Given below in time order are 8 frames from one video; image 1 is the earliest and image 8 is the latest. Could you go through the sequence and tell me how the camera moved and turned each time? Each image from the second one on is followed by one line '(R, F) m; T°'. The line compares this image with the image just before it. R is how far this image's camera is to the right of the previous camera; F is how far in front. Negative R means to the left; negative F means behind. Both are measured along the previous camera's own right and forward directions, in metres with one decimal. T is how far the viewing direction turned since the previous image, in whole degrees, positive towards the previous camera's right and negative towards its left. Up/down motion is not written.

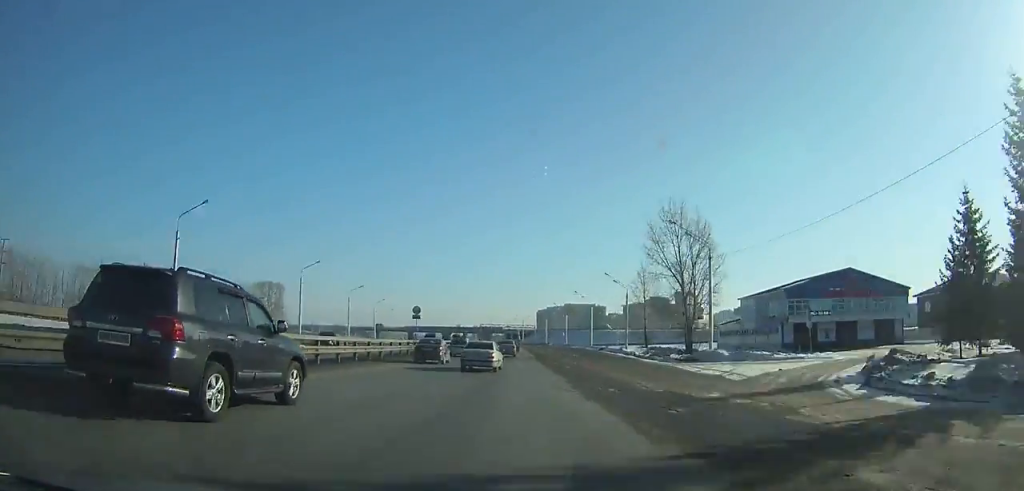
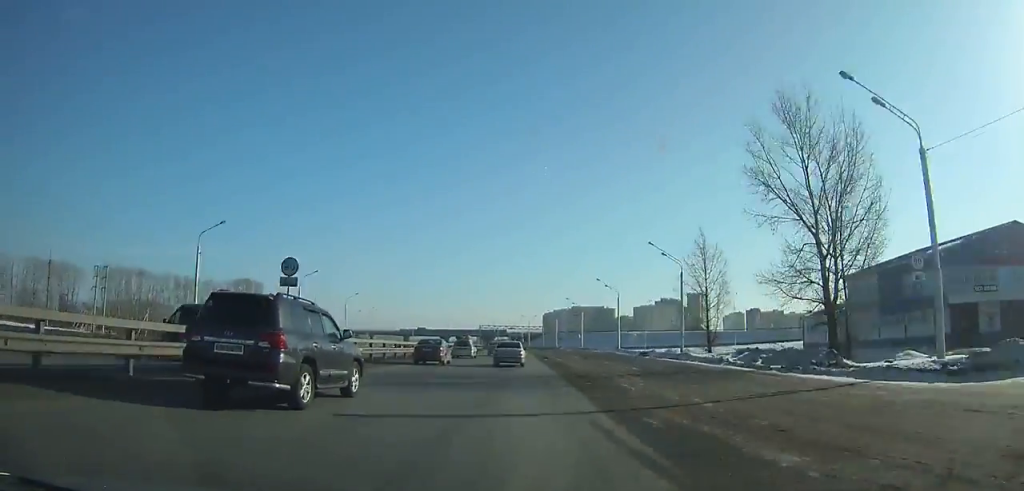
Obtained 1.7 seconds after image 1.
(0.0, +28.4) m; 0°
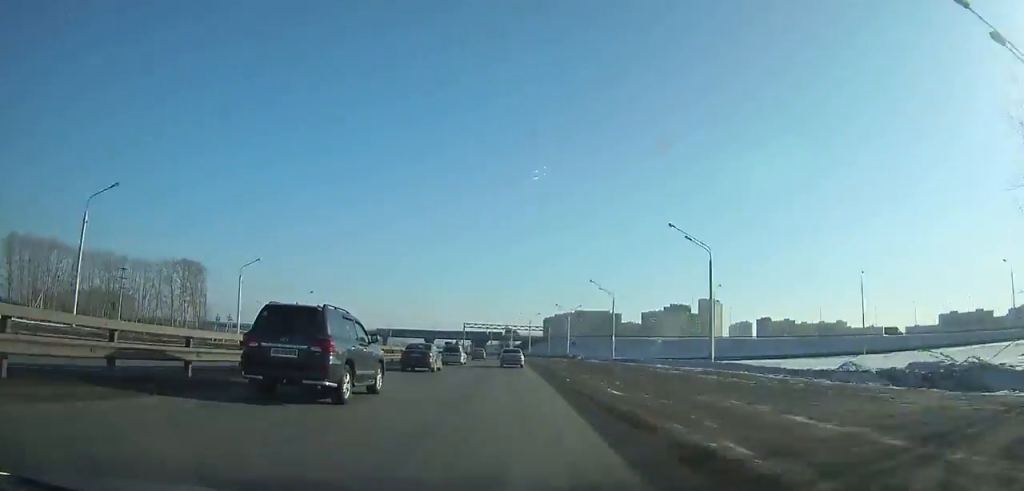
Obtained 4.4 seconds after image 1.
(-0.2, +46.5) m; -1°
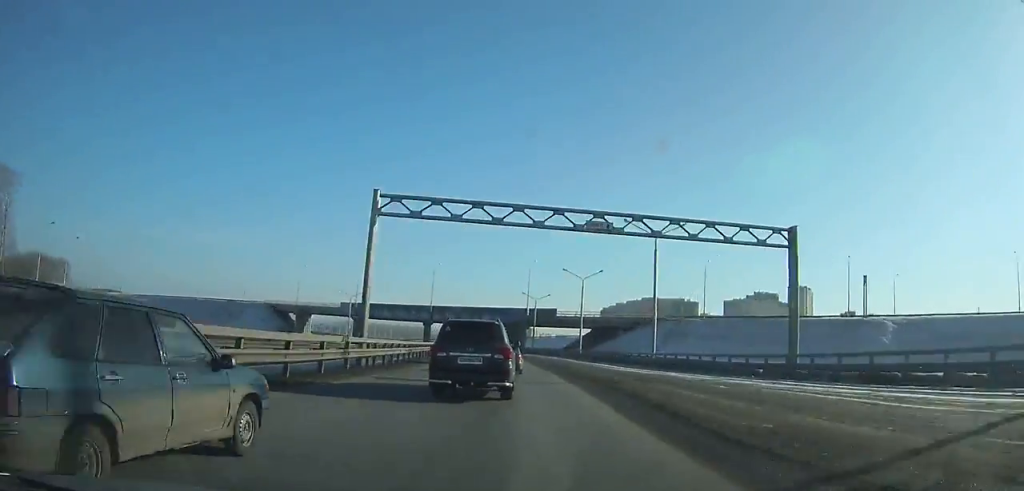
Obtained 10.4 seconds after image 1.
(-4.4, +107.5) m; -5°
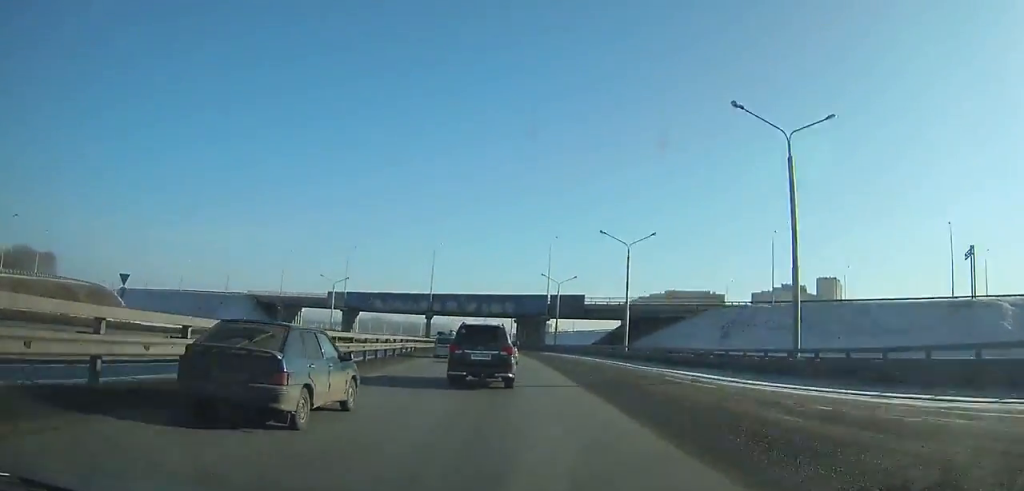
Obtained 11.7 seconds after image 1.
(-0.3, +24.0) m; -2°
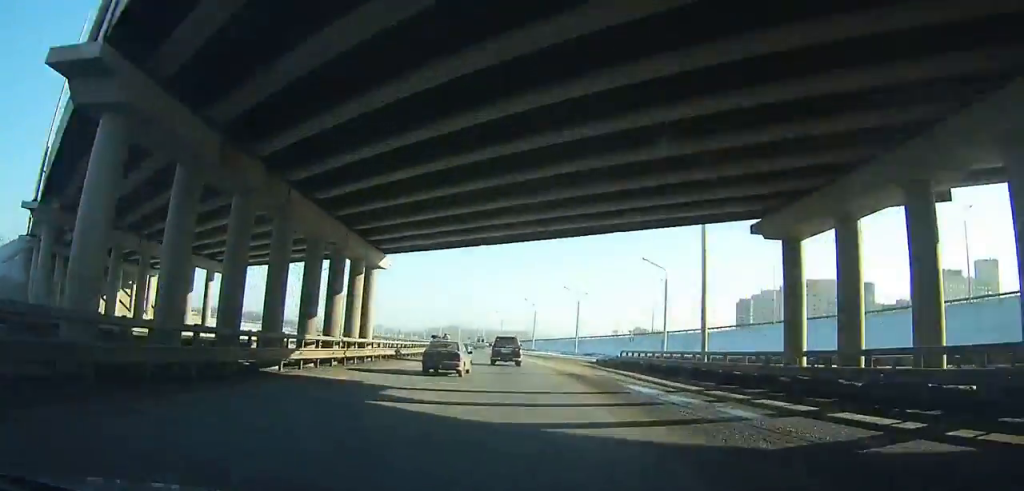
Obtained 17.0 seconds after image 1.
(-6.8, +102.6) m; -8°
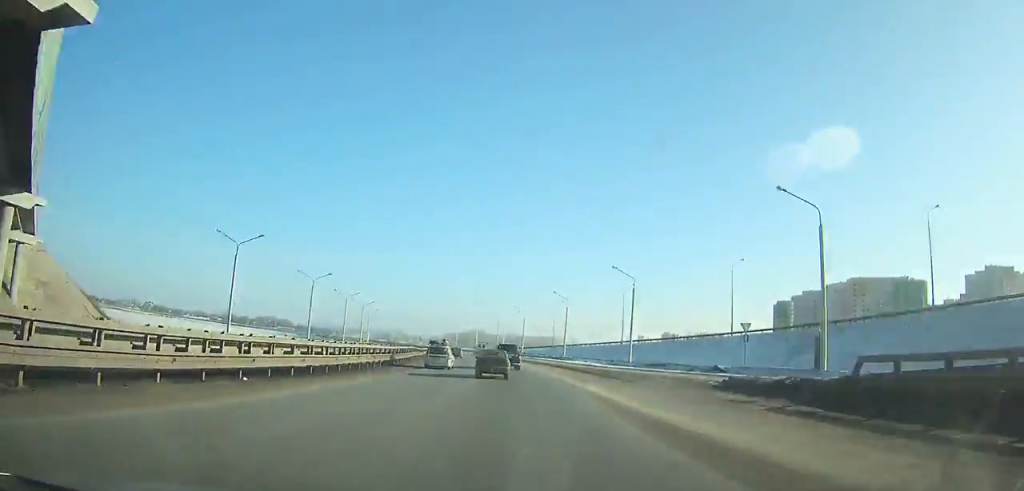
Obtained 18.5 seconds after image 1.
(+0.2, +30.6) m; -3°
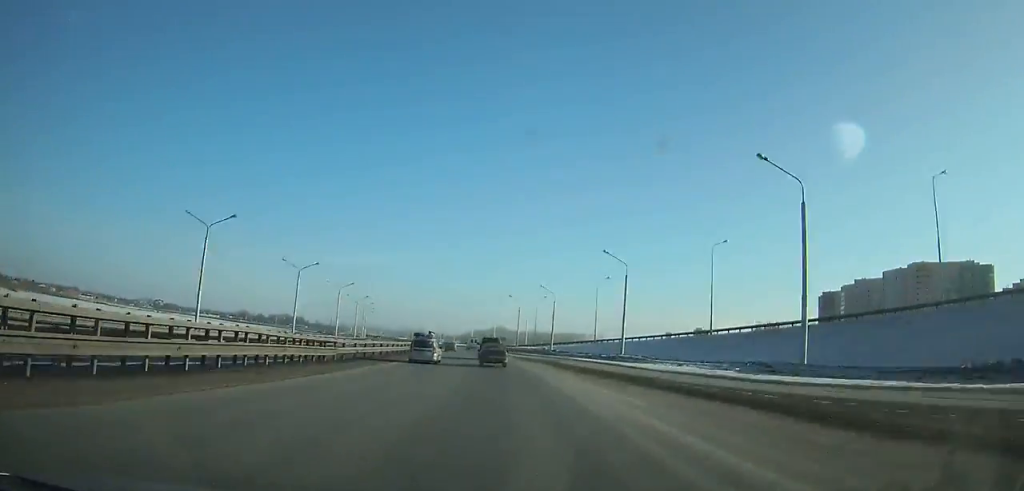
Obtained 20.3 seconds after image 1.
(-1.8, +38.9) m; -3°
